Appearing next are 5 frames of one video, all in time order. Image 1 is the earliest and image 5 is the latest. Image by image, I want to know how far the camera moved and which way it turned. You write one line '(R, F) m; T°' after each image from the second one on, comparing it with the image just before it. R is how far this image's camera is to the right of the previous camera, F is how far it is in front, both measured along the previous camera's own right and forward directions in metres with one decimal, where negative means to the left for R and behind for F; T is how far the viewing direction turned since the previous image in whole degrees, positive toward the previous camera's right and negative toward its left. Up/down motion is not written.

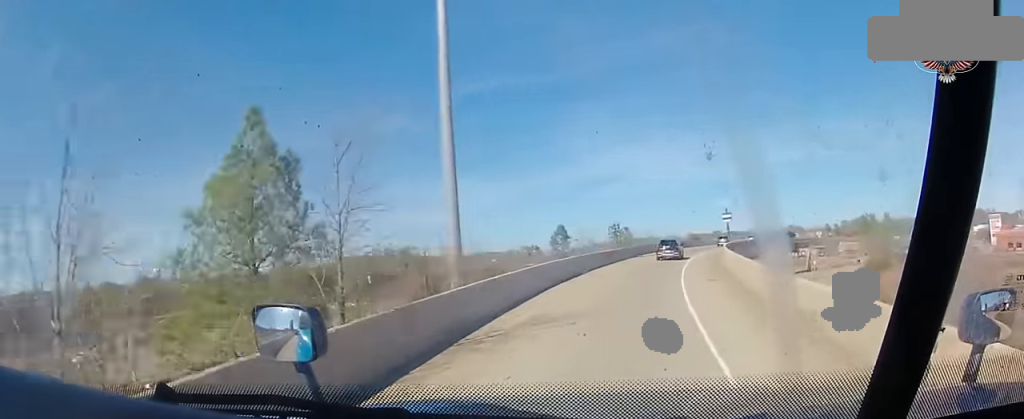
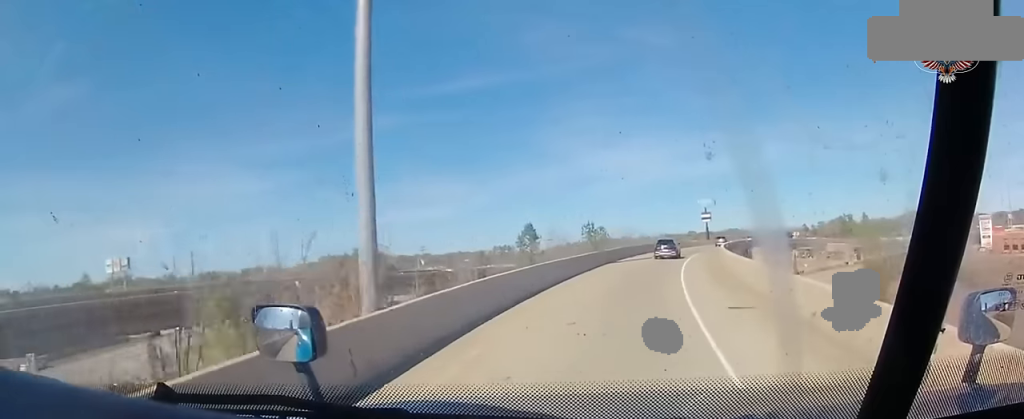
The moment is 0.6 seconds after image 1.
(0.0, +8.0) m; 0°
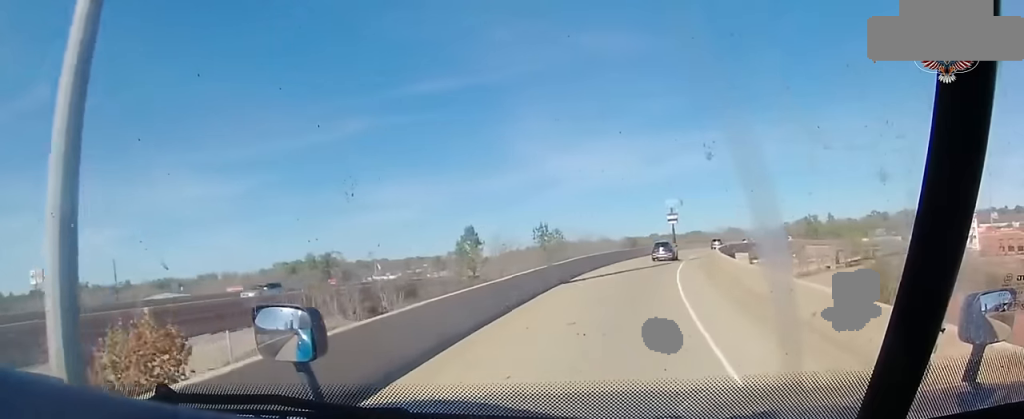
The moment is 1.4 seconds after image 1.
(0.0, +12.4) m; 0°
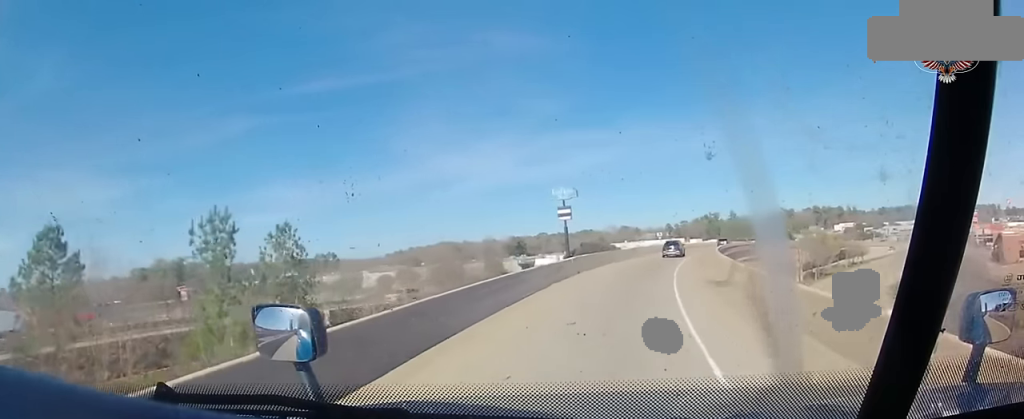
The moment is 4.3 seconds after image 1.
(+2.7, +42.8) m; +17°
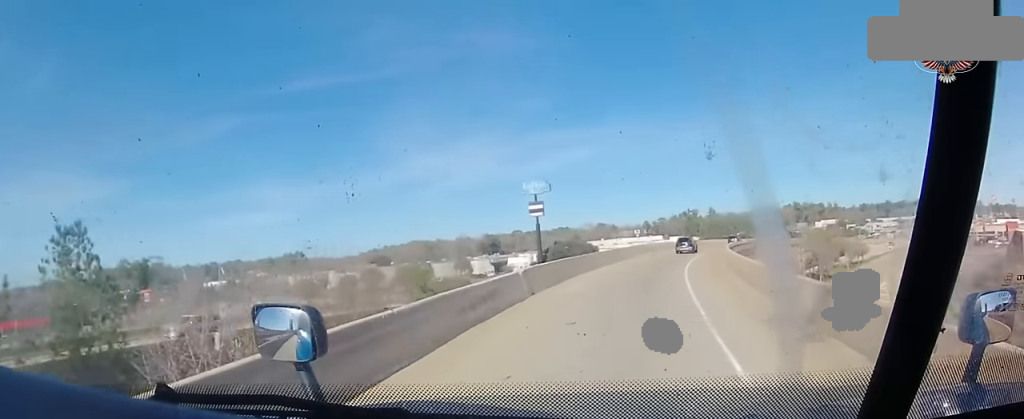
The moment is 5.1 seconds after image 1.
(+1.3, +12.1) m; +9°
